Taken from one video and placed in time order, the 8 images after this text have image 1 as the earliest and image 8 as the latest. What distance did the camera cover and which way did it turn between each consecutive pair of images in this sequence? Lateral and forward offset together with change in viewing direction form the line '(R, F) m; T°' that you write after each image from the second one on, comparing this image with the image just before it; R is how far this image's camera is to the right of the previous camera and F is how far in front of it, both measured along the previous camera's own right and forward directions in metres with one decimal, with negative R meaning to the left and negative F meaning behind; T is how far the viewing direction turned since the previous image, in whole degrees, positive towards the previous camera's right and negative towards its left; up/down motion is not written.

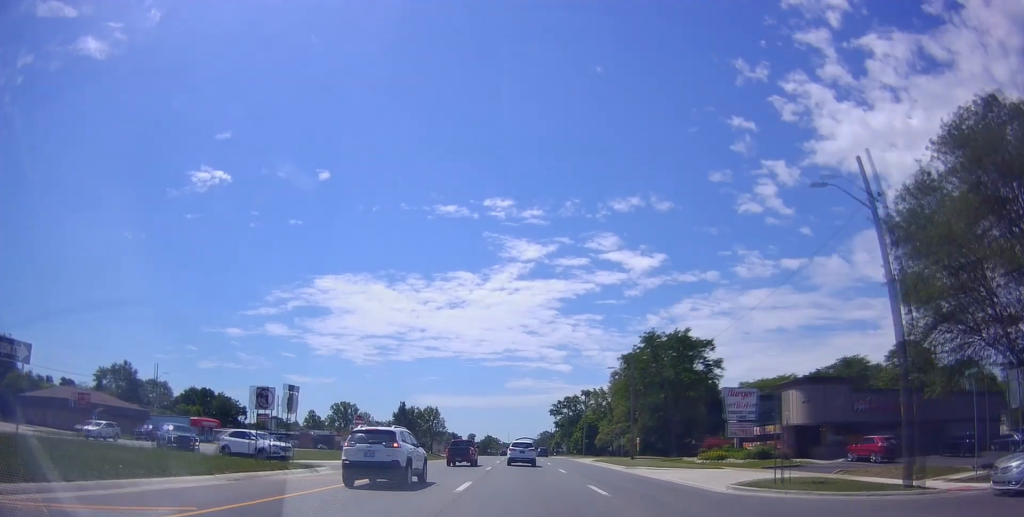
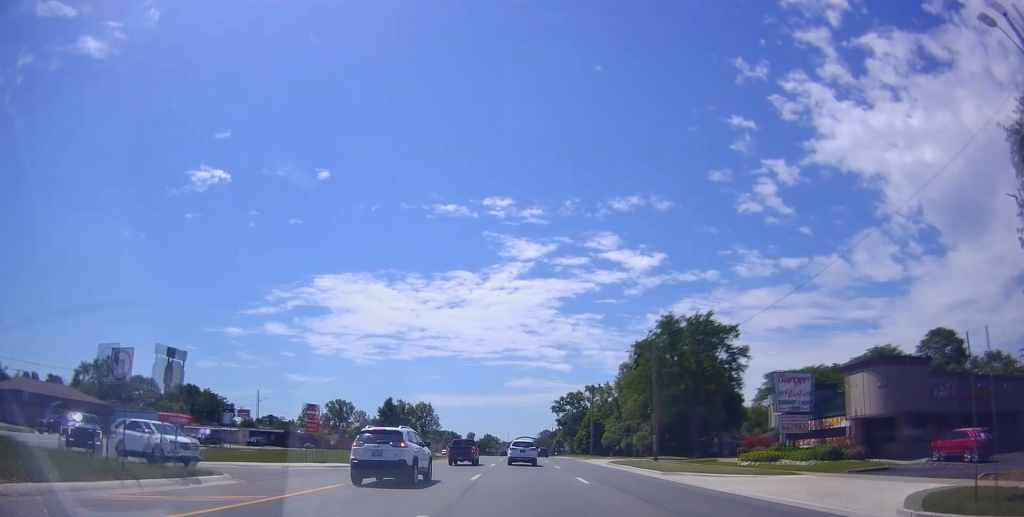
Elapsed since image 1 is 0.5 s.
(+0.4, +9.8) m; +1°
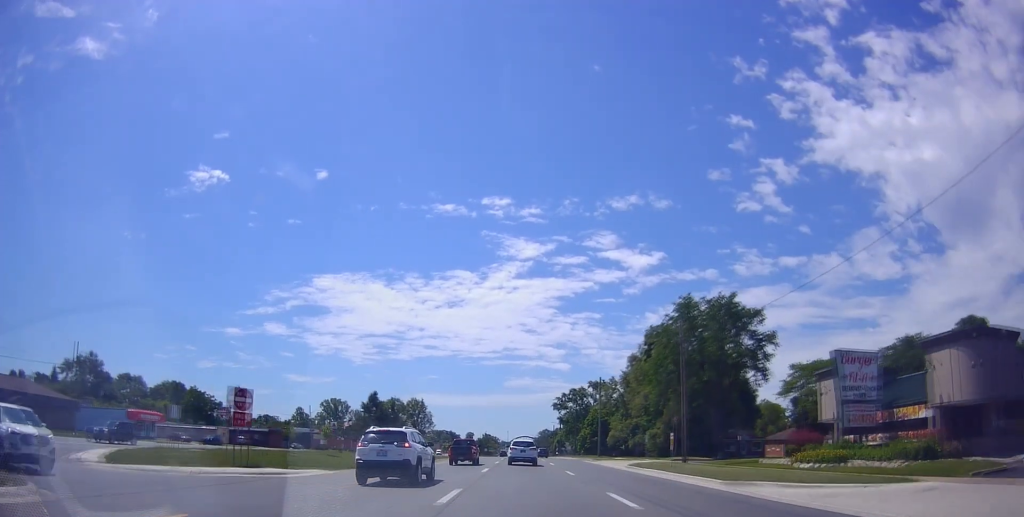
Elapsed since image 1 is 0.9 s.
(+0.3, +8.5) m; +1°
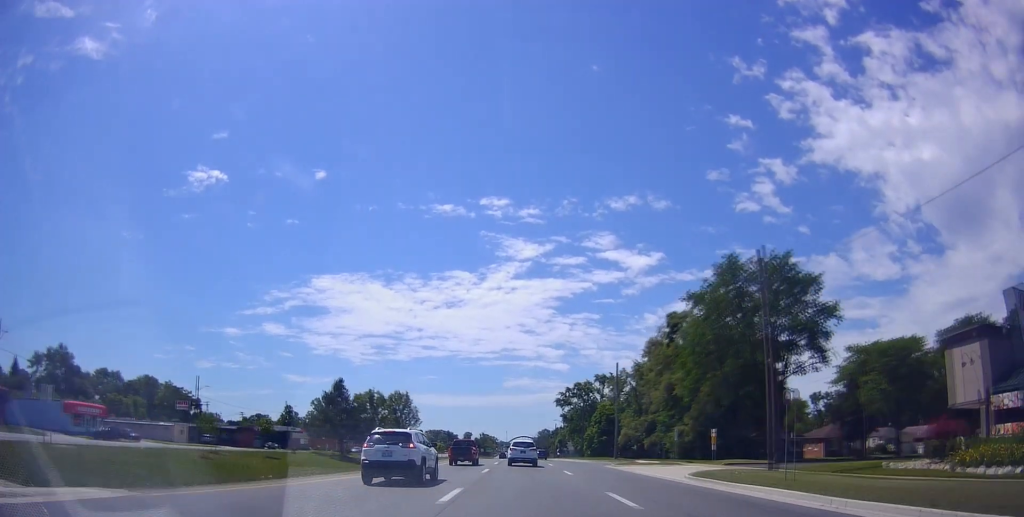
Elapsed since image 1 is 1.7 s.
(-0.2, +14.5) m; -1°
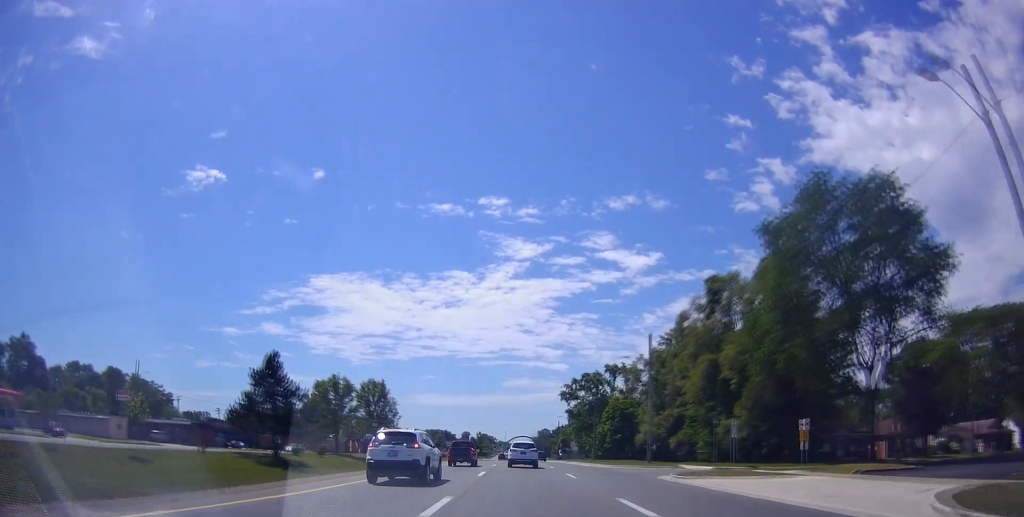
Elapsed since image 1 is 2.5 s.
(-0.3, +17.1) m; 0°
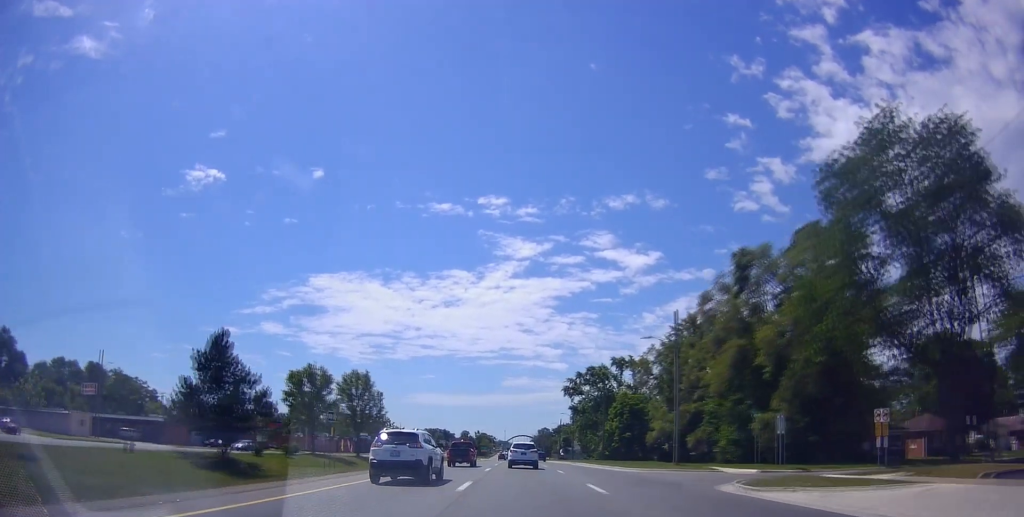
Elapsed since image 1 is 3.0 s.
(-0.3, +8.5) m; 0°
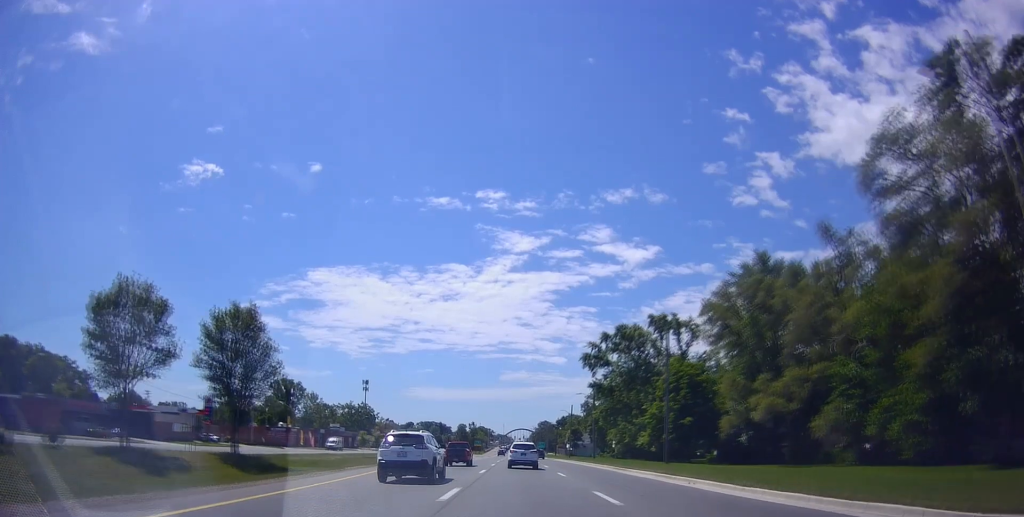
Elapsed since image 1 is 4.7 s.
(+0.3, +32.8) m; -1°
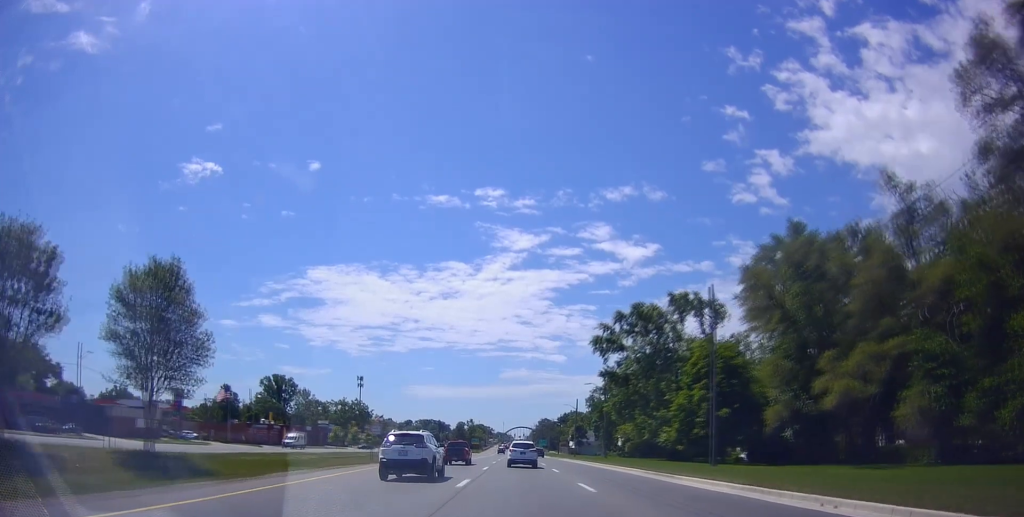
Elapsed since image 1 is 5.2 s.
(-0.1, +10.9) m; 0°
